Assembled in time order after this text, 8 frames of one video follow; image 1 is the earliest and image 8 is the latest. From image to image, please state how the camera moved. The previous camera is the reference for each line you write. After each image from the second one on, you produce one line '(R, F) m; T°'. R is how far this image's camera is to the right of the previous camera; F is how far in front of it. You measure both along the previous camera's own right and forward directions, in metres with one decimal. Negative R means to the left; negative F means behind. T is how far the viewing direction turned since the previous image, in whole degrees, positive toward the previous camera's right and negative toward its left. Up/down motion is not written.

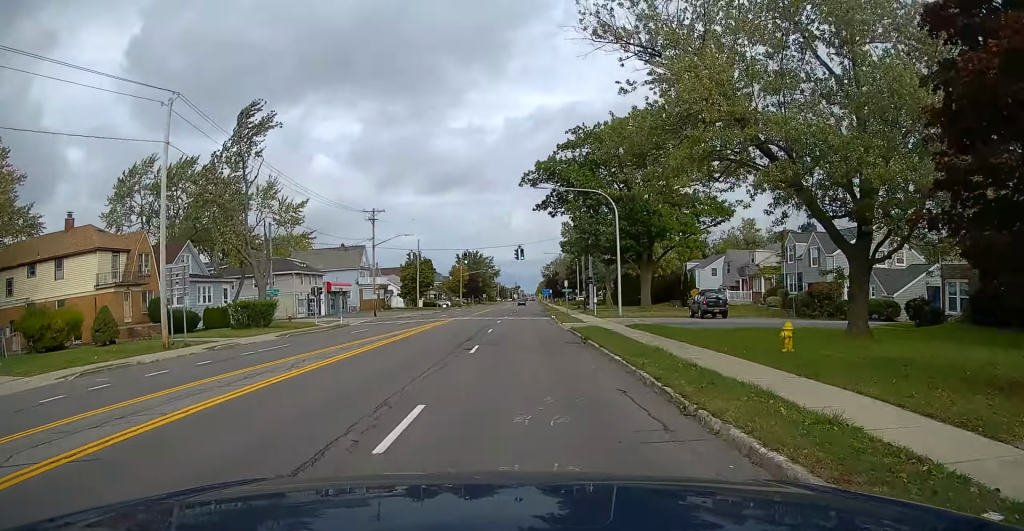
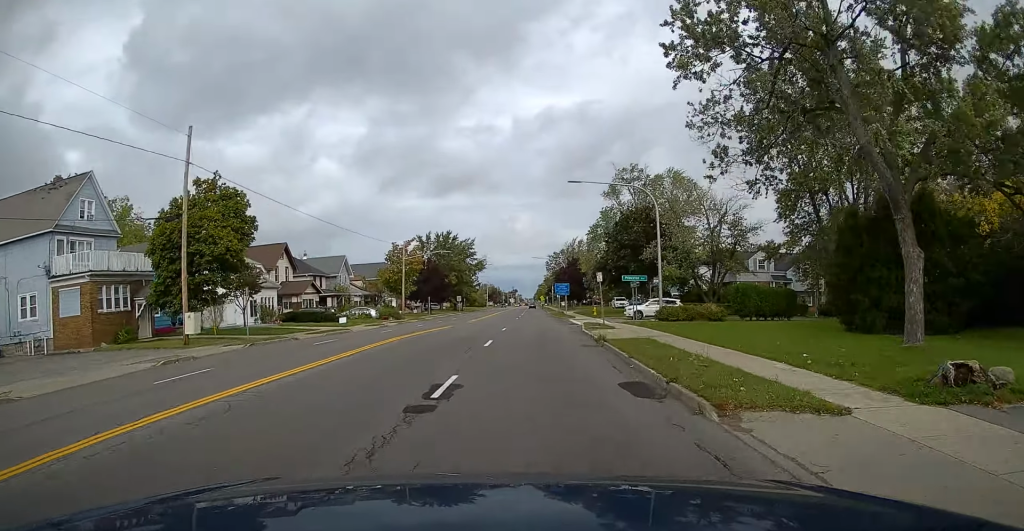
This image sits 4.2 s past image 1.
(0.0, +70.5) m; 0°
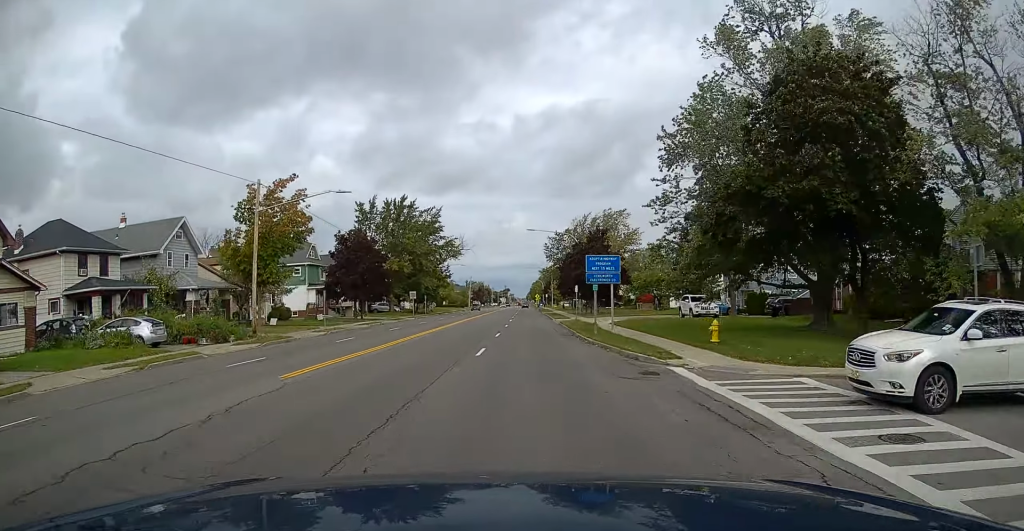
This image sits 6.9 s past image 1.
(+0.2, +45.1) m; +1°
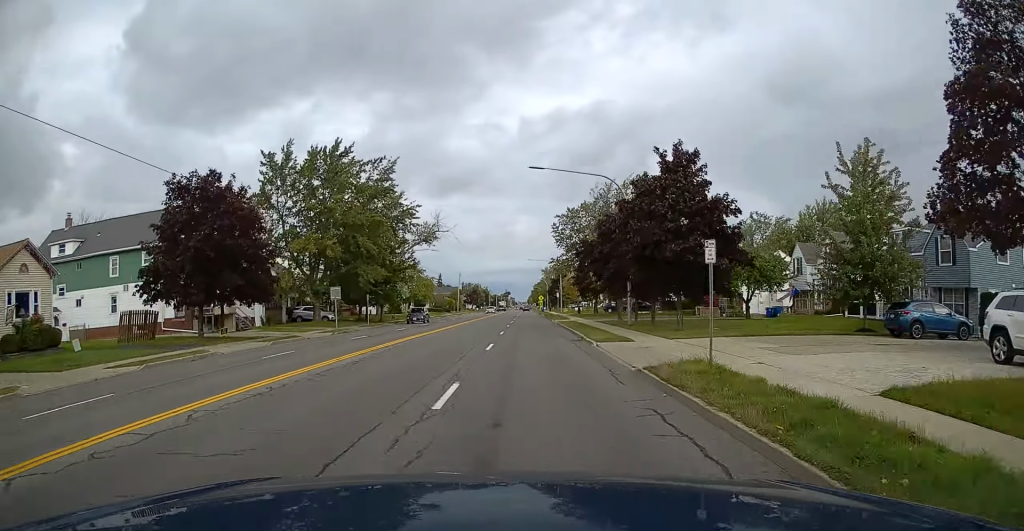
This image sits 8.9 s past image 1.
(+0.1, +34.0) m; 0°
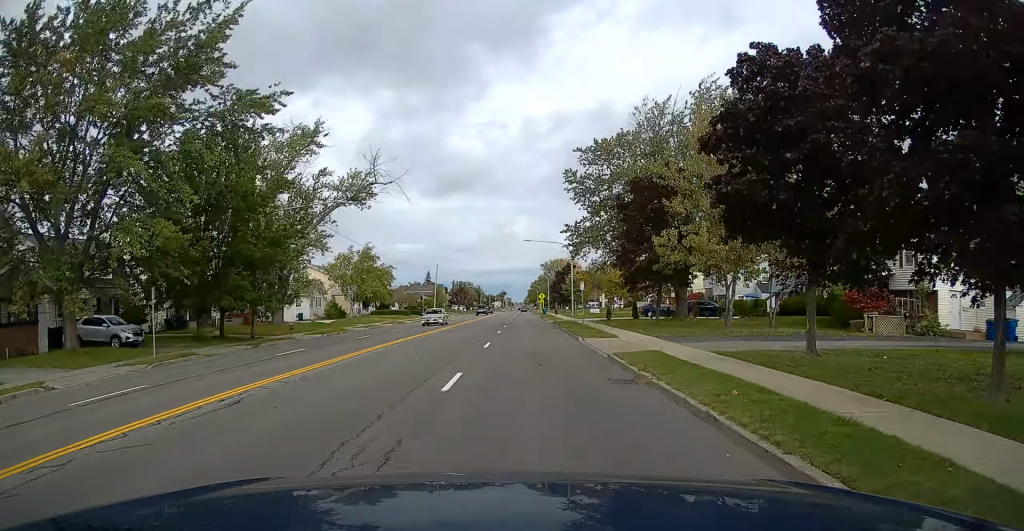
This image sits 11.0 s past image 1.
(+0.2, +34.7) m; 0°
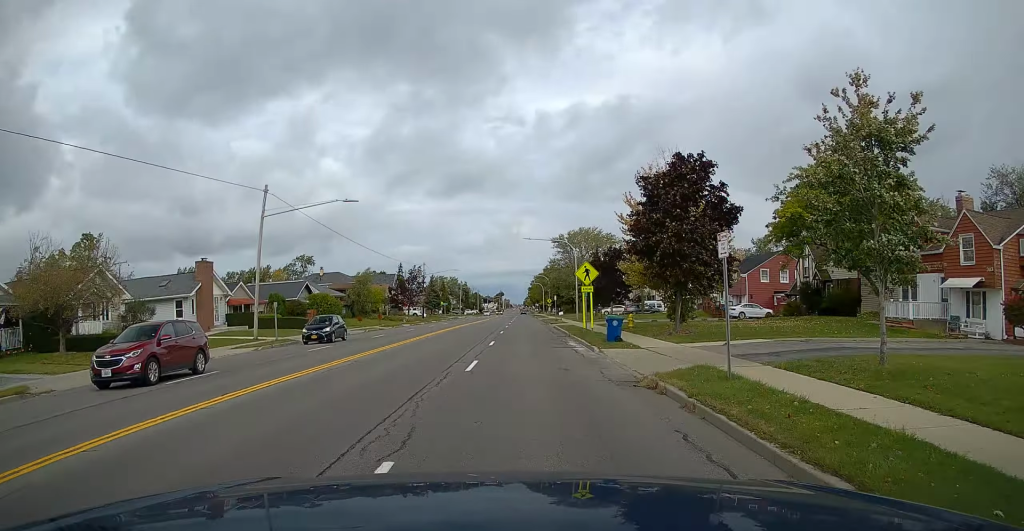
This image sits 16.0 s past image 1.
(-0.5, +81.1) m; 0°
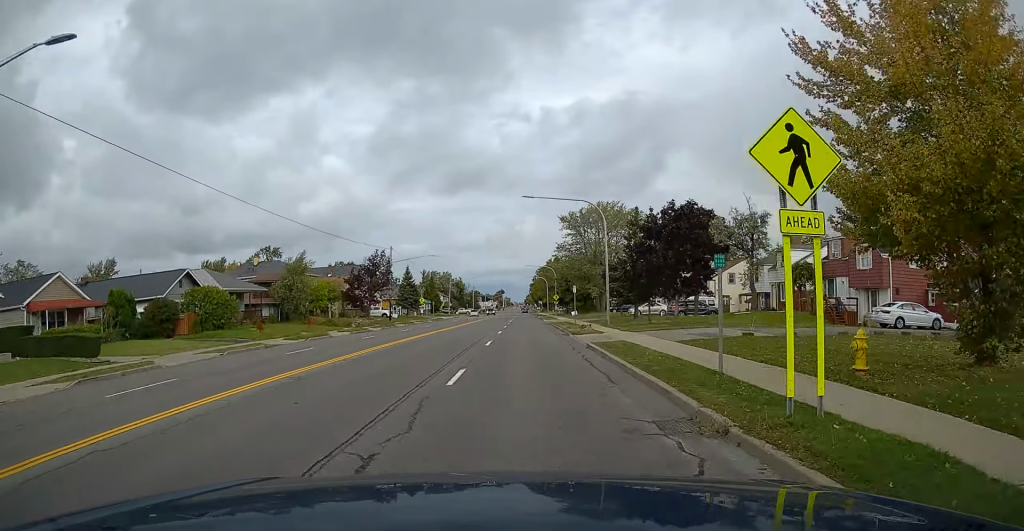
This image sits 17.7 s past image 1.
(0.0, +27.3) m; 0°
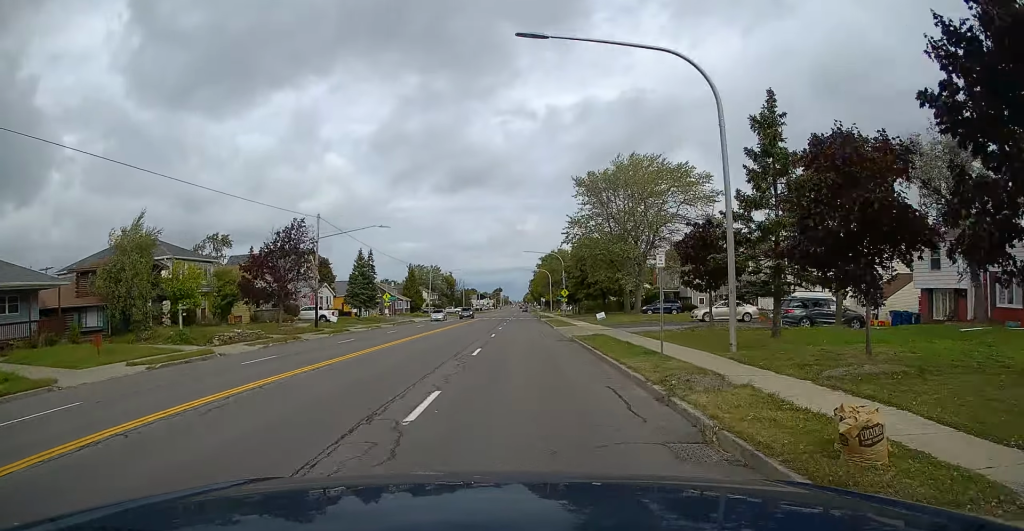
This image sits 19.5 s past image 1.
(+0.2, +28.7) m; 0°
